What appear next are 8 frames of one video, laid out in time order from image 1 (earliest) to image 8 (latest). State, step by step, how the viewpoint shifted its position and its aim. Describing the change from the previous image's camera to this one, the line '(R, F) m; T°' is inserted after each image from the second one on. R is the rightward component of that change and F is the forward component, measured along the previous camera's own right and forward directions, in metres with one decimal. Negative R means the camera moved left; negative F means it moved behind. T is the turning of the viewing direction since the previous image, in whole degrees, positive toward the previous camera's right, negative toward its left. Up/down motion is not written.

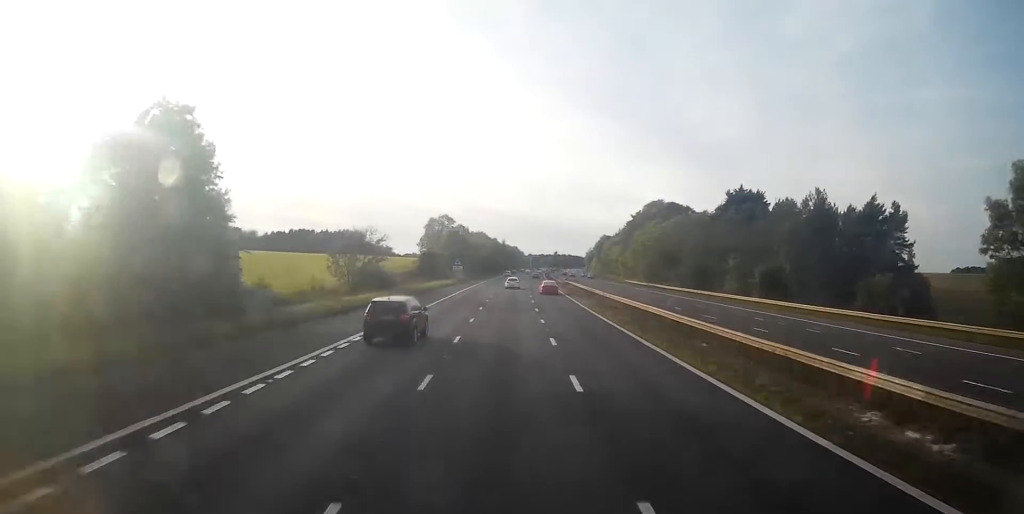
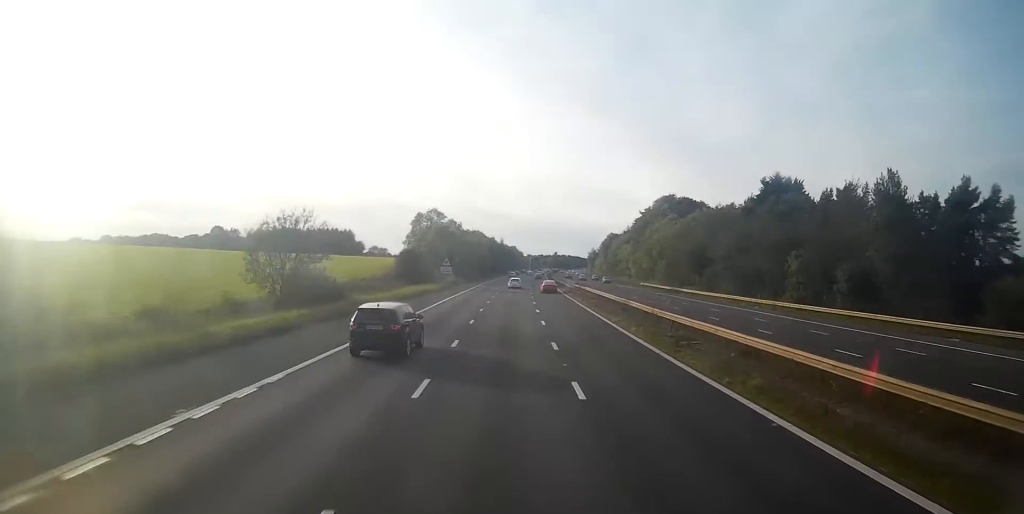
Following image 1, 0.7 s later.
(-0.1, +18.1) m; +1°
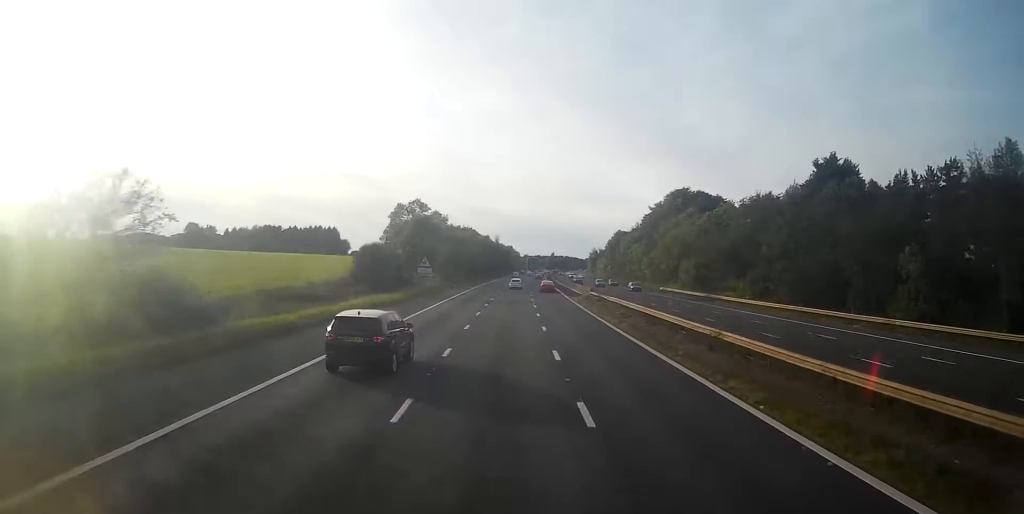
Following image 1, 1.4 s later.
(+0.3, +20.1) m; +1°
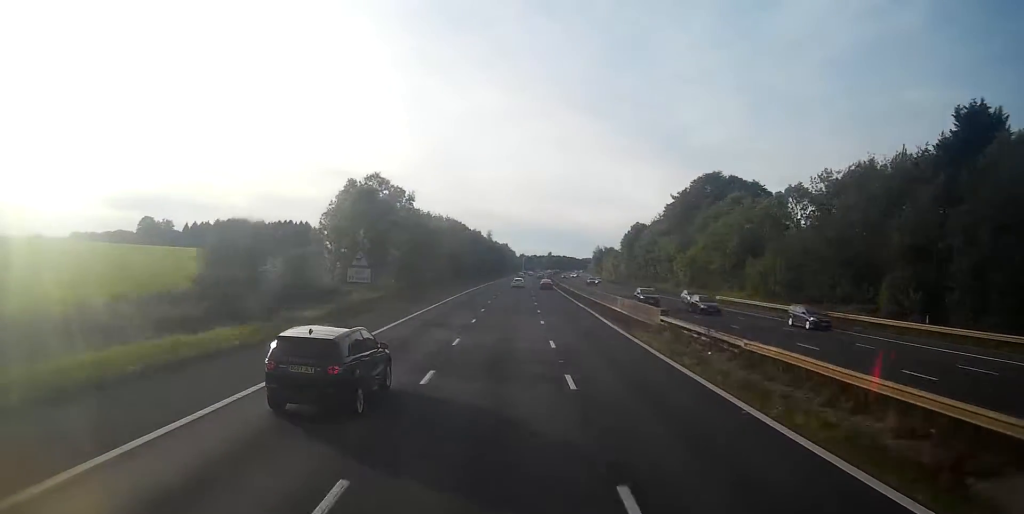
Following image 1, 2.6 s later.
(+0.1, +32.1) m; 0°
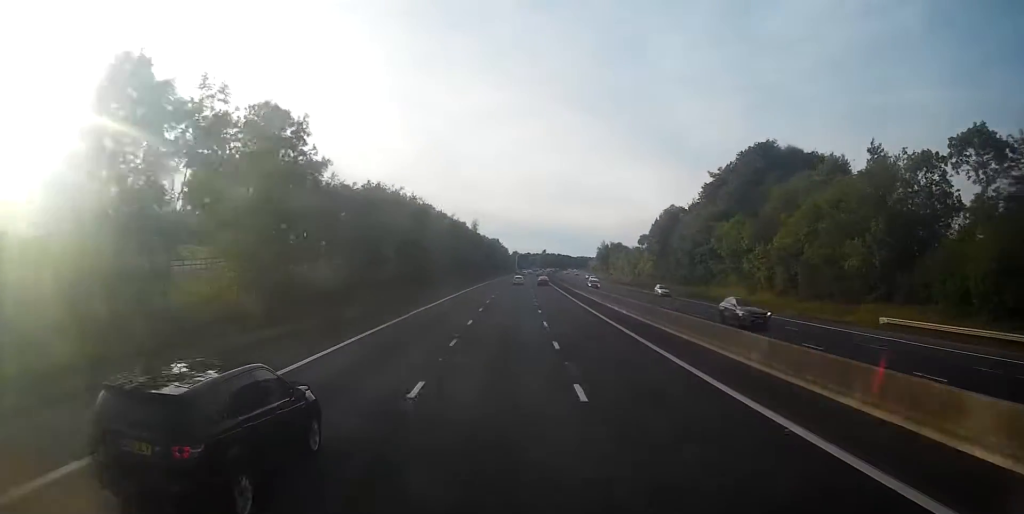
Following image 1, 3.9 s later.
(+0.1, +37.6) m; 0°
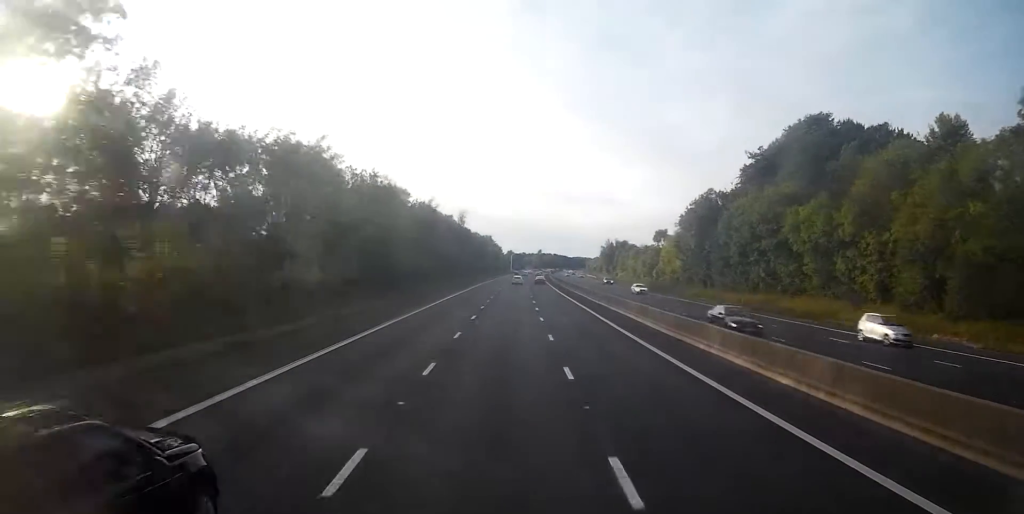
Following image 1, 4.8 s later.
(0.0, +23.7) m; +1°
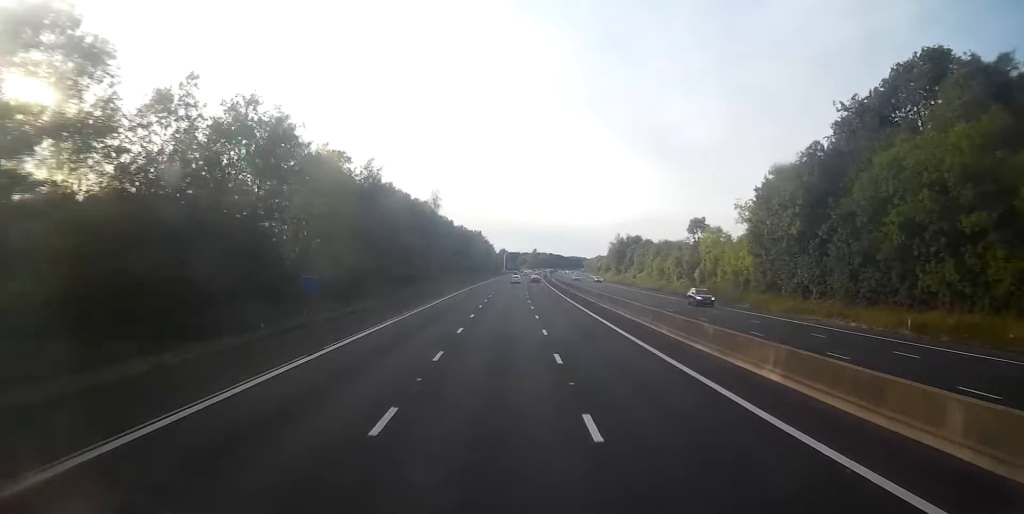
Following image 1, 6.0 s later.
(+0.6, +32.8) m; +1°
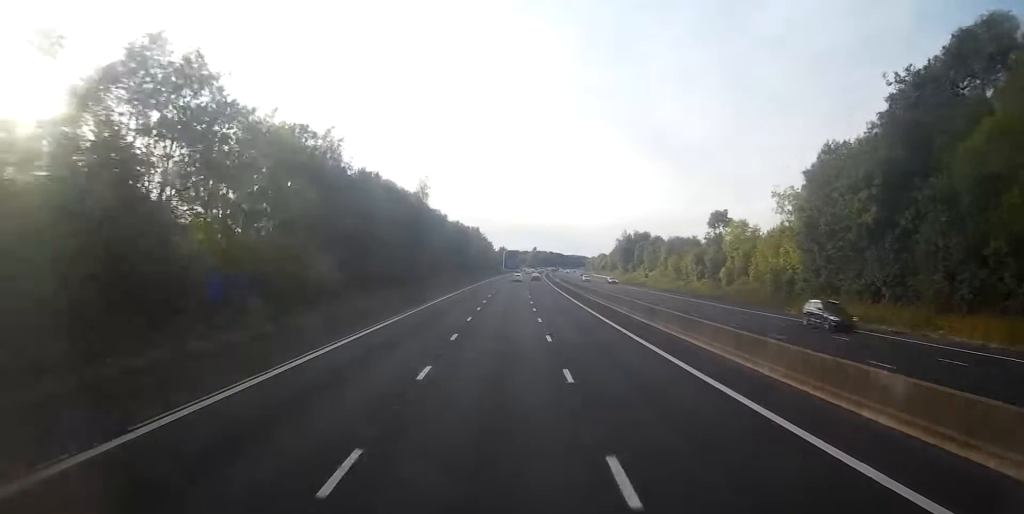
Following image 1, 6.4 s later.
(0.0, +11.8) m; 0°
